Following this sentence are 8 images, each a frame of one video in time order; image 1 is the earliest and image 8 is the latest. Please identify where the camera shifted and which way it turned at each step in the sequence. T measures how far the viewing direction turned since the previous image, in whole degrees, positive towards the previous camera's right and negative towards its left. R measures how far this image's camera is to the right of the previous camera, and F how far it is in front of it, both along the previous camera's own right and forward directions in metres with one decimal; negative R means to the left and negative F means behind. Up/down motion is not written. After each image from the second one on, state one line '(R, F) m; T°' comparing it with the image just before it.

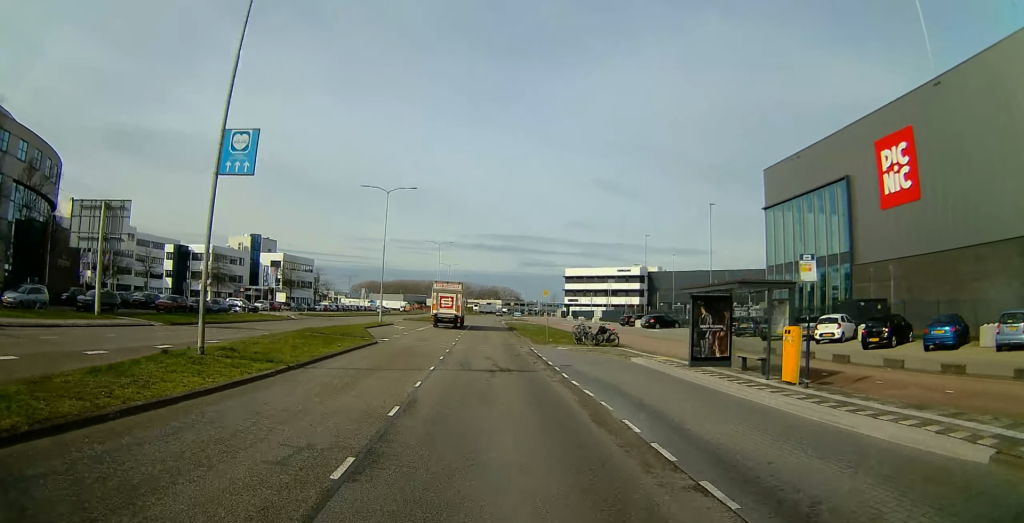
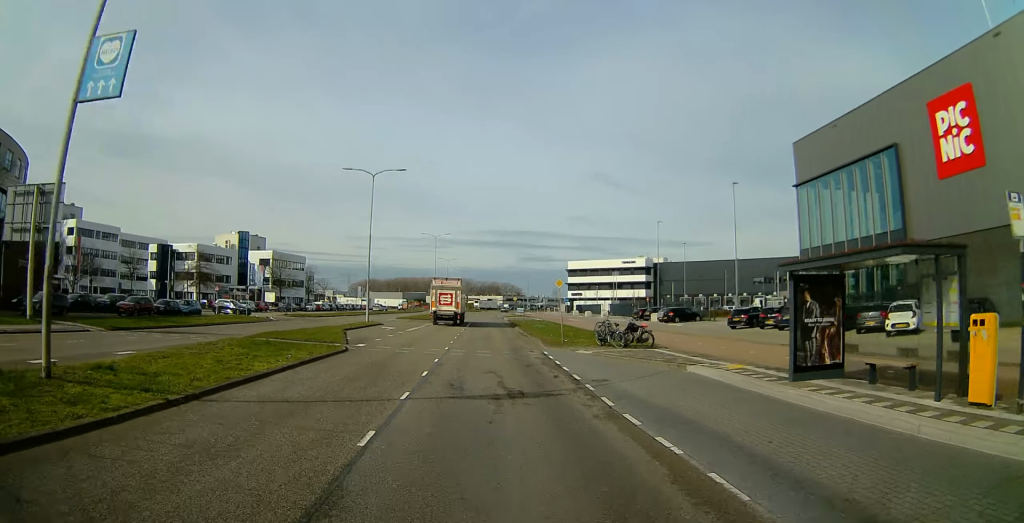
(0.0, +6.4) m; 0°
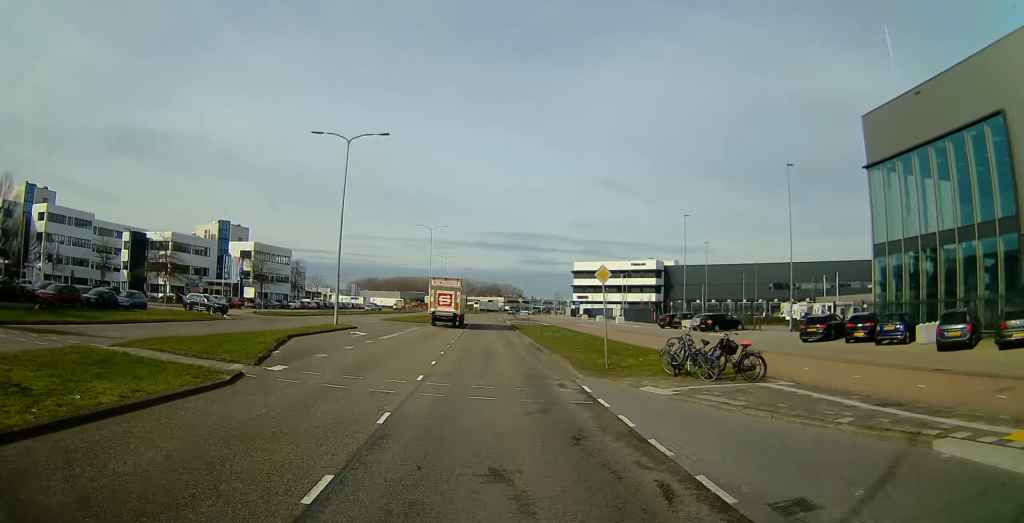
(0.0, +10.3) m; 0°
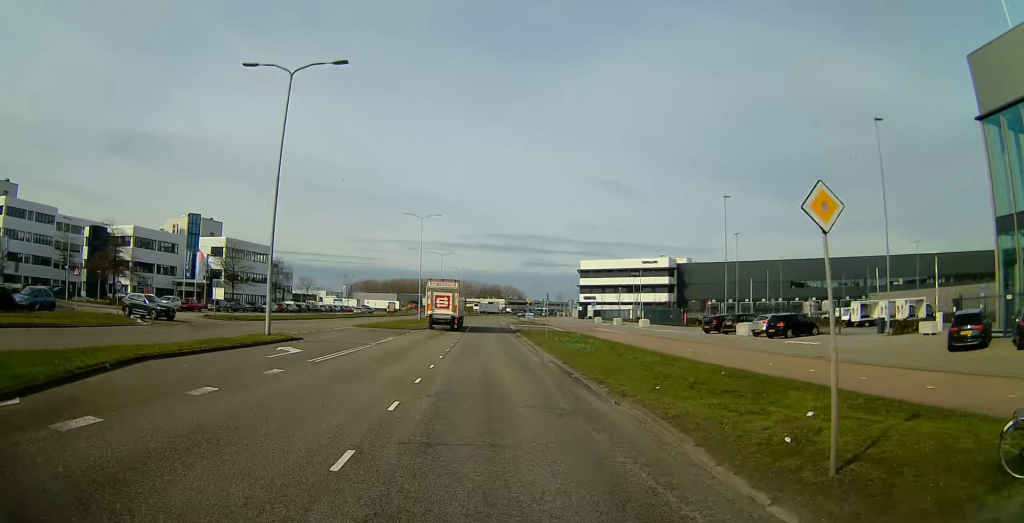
(0.0, +12.2) m; 0°
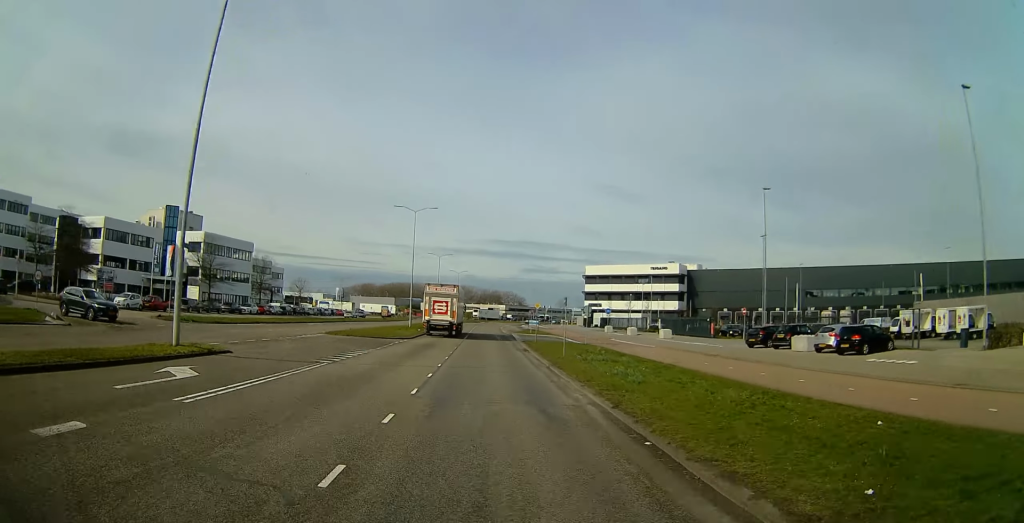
(0.0, +8.3) m; 0°
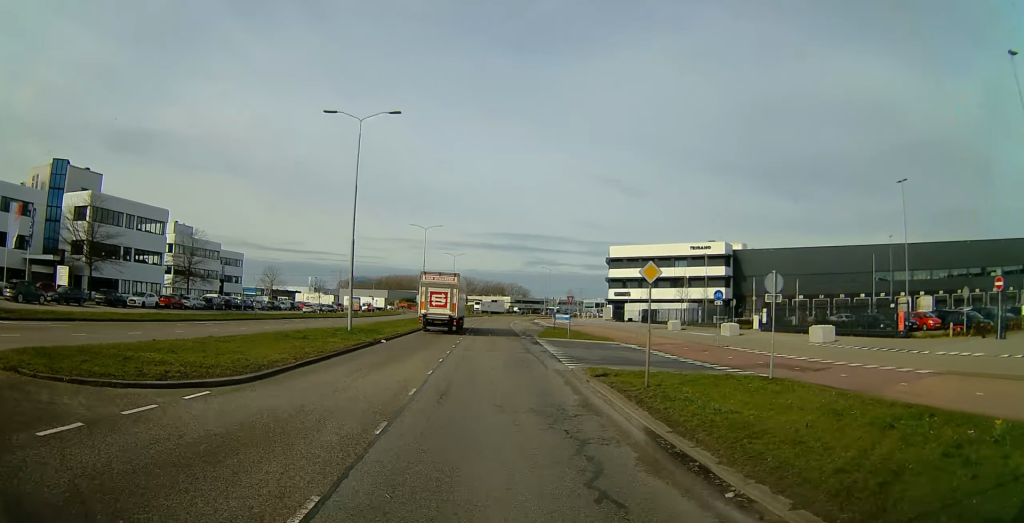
(0.0, +29.3) m; 0°
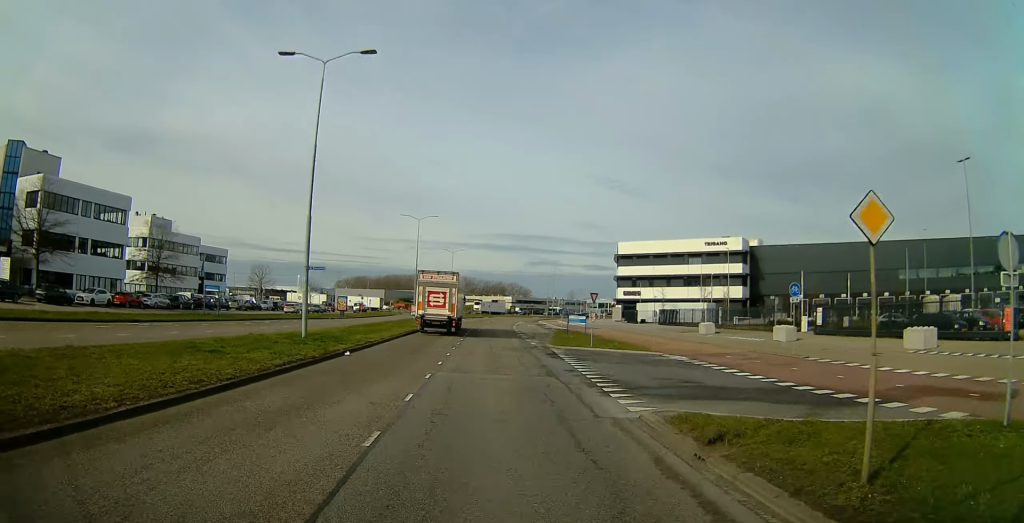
(0.0, +8.8) m; 0°
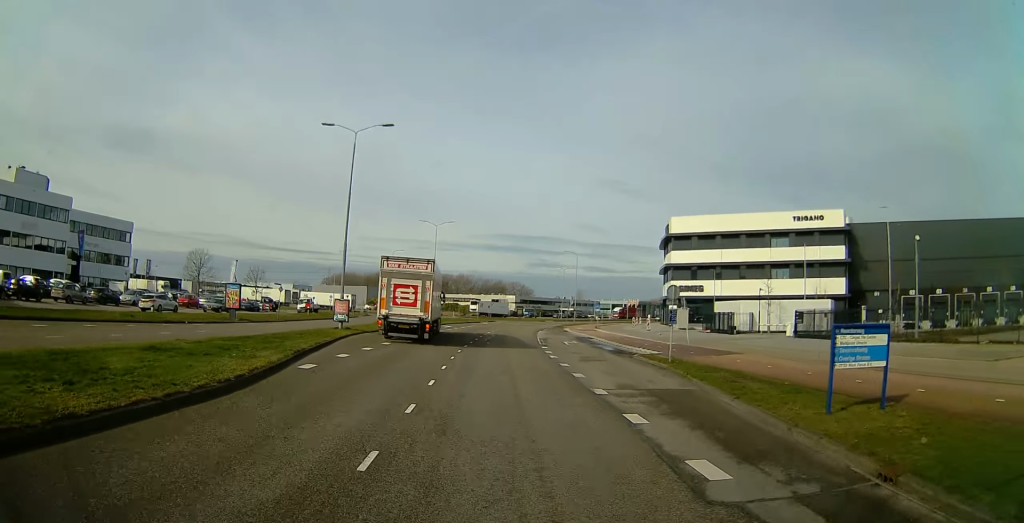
(0.0, +37.7) m; 0°
